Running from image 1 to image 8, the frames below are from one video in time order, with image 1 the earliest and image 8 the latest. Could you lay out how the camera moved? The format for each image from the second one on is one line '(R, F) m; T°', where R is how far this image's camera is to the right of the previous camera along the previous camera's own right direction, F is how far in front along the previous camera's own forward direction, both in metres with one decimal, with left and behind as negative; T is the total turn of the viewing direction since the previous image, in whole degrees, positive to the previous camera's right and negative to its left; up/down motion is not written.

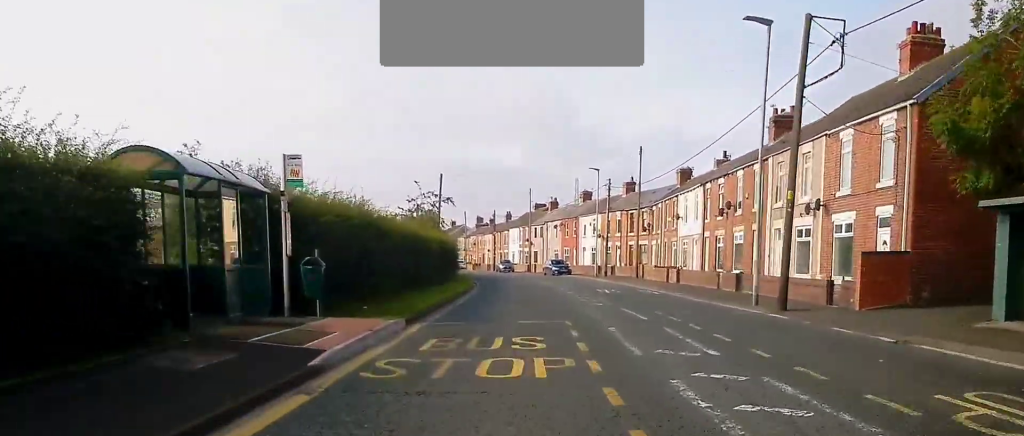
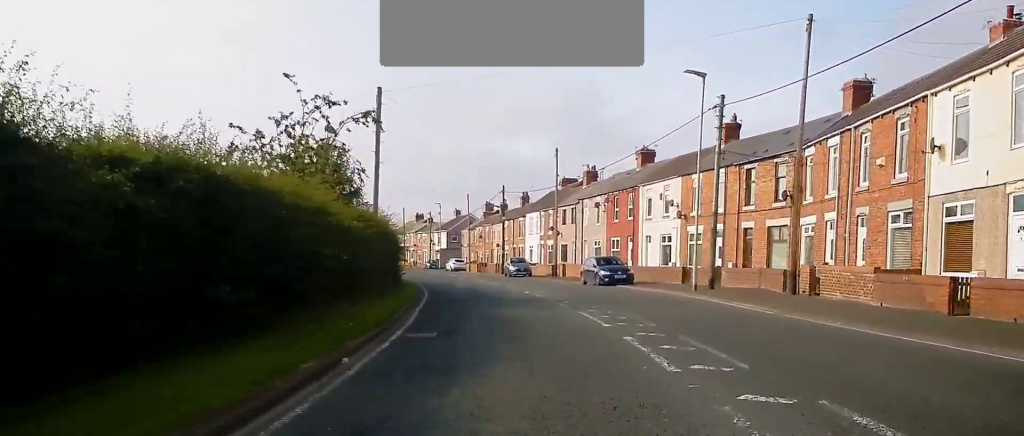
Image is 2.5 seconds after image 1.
(+0.2, +31.5) m; -1°
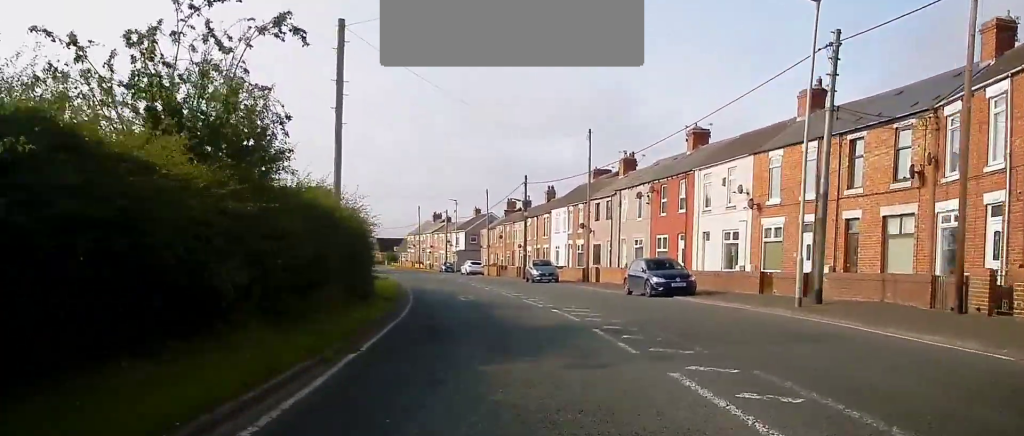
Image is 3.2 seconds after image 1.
(-0.1, +9.6) m; -1°
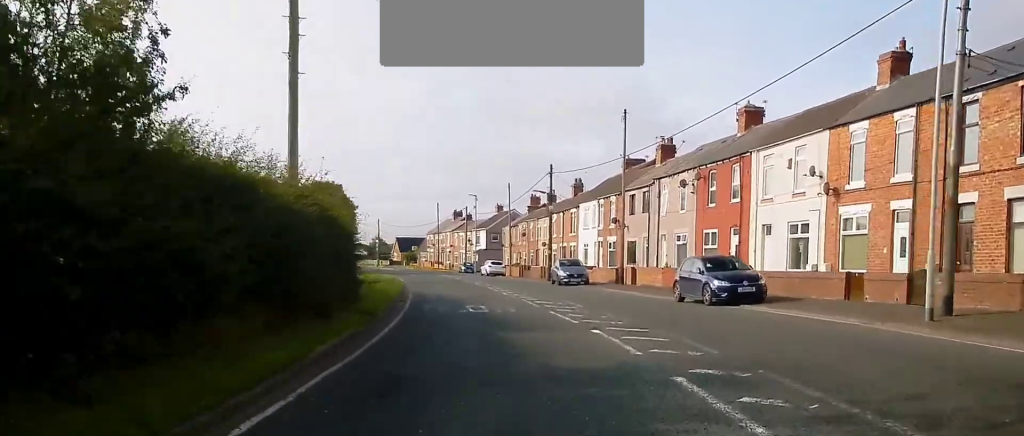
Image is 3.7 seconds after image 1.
(+0.1, +6.1) m; -1°
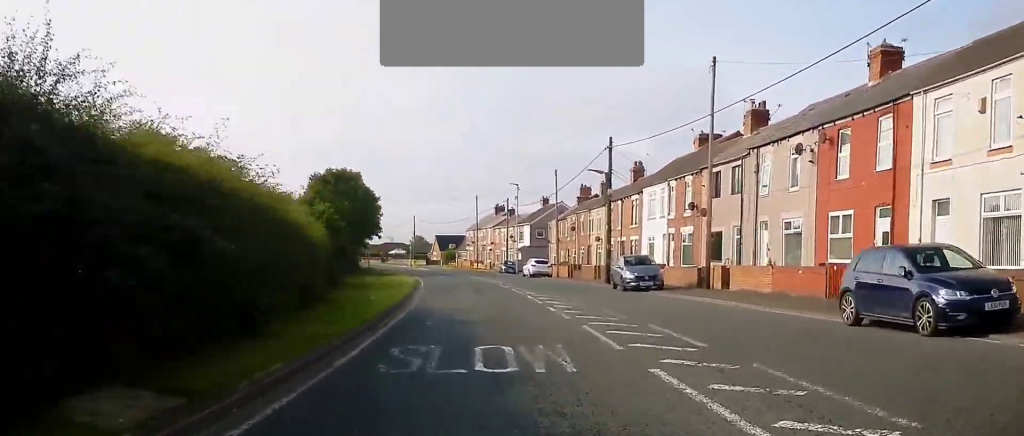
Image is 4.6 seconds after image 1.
(-0.2, +11.1) m; -2°
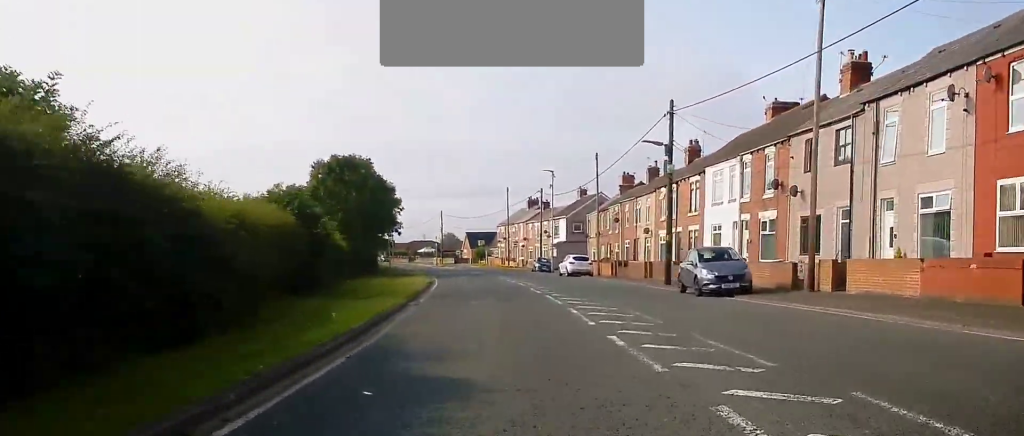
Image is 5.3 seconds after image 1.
(-0.2, +8.6) m; -2°
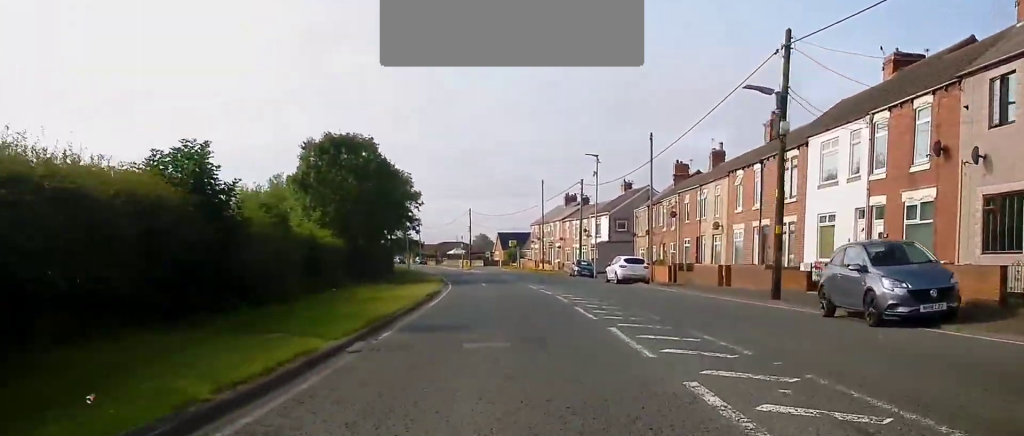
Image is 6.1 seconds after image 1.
(-0.2, +10.7) m; -3°
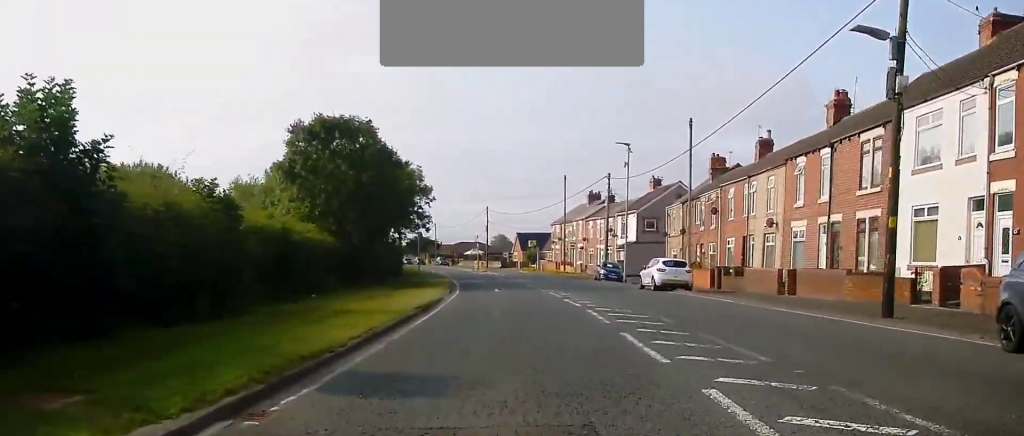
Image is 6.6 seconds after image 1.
(0.0, +6.2) m; -2°
